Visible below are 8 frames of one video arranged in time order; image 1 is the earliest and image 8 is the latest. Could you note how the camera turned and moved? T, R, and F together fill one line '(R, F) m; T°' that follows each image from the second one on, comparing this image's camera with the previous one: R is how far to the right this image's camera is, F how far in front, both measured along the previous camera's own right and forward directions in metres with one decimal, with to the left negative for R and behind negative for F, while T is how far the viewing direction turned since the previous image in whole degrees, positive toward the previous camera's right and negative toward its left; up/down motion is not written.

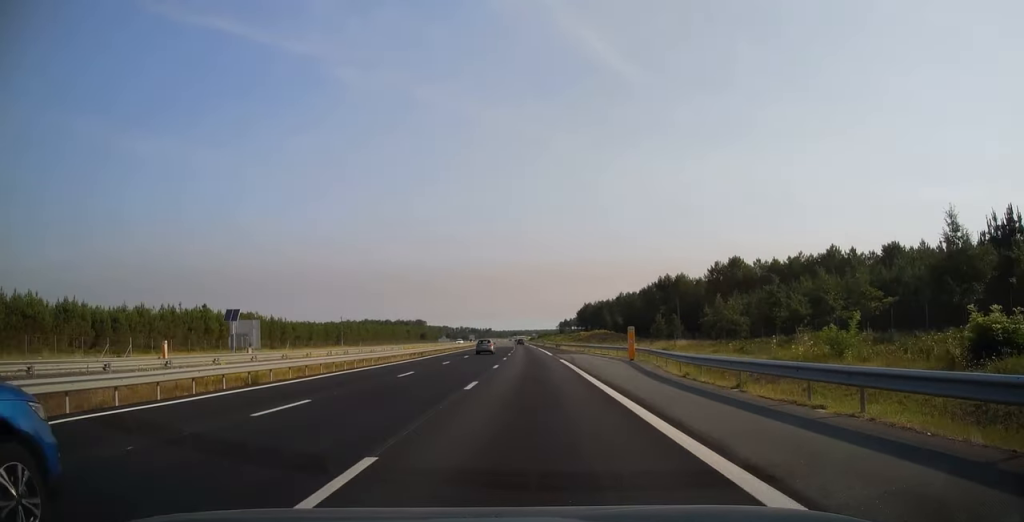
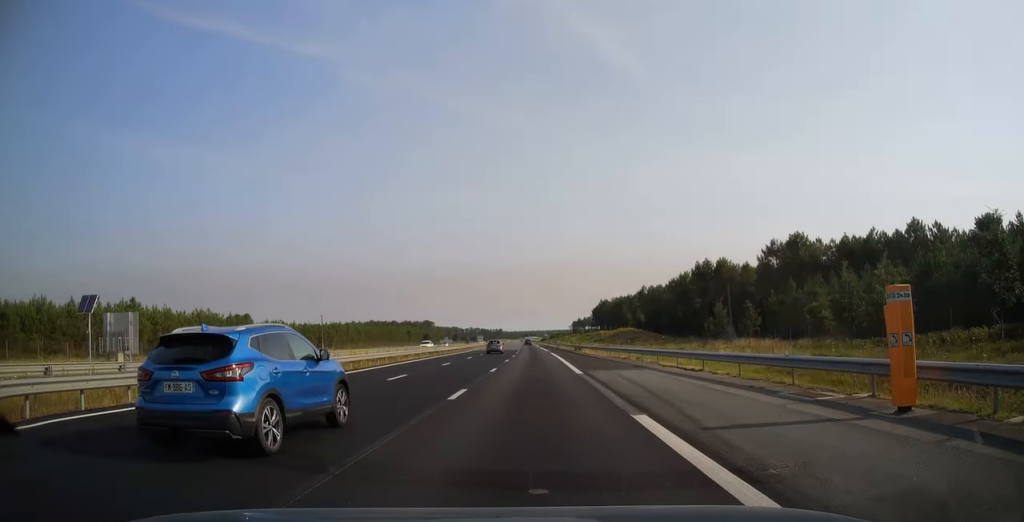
(-0.2, +27.6) m; -1°
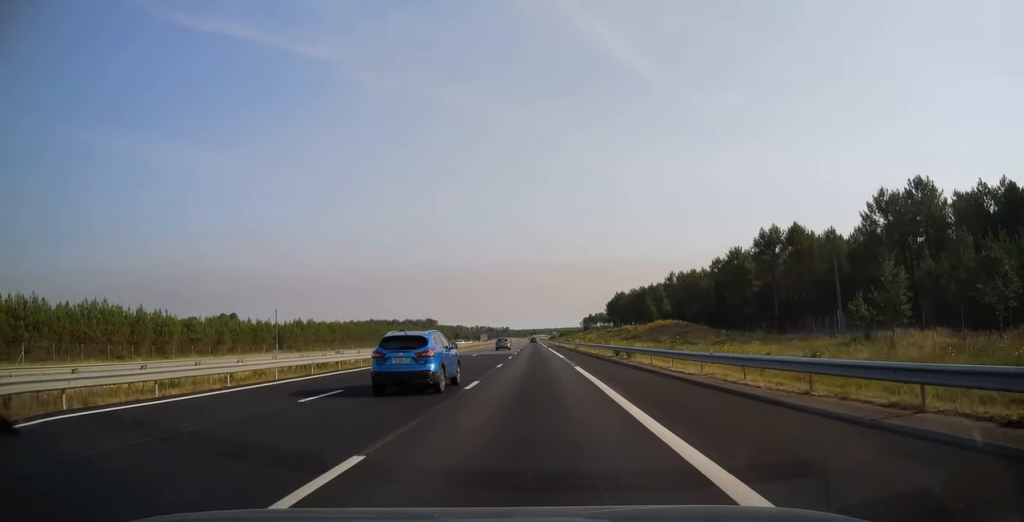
(-0.3, +35.0) m; -1°
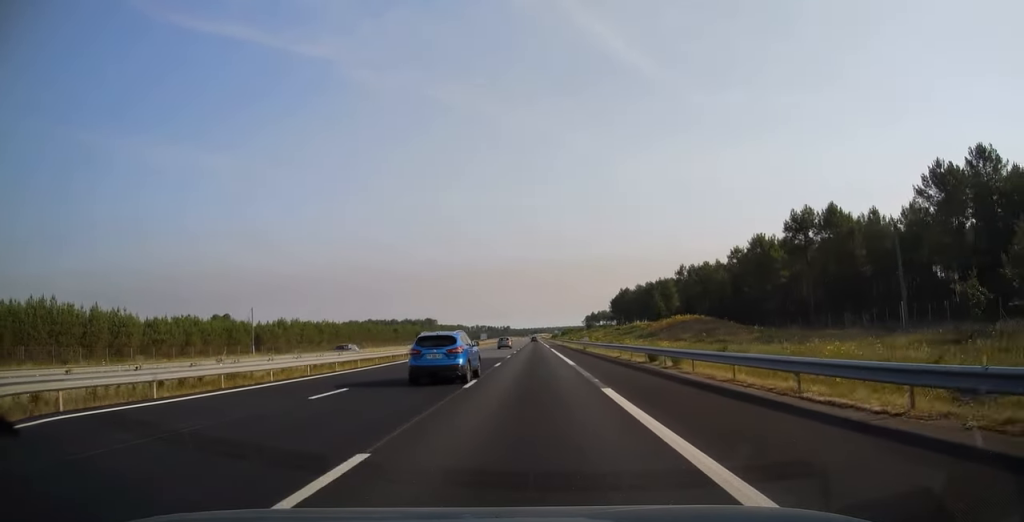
(0.0, +12.3) m; 0°
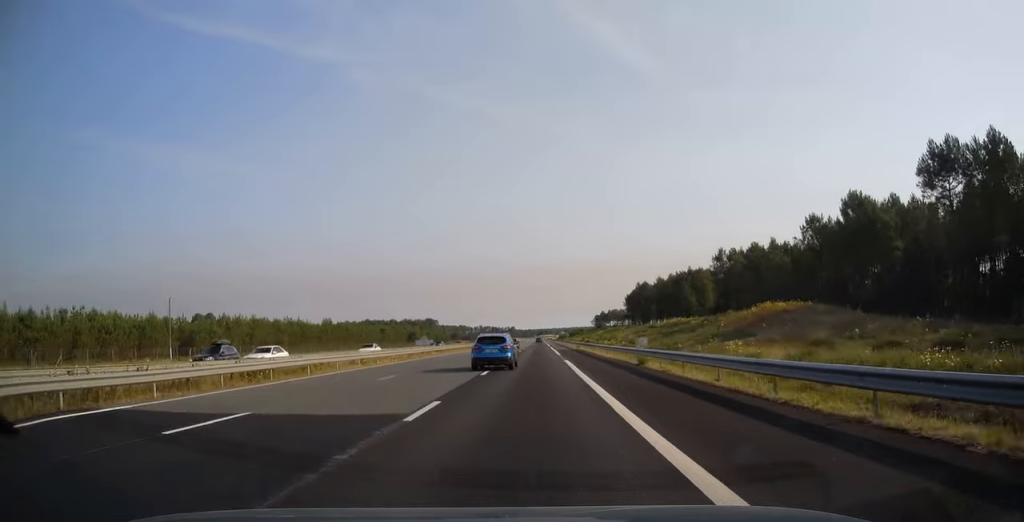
(-0.1, +32.0) m; -1°
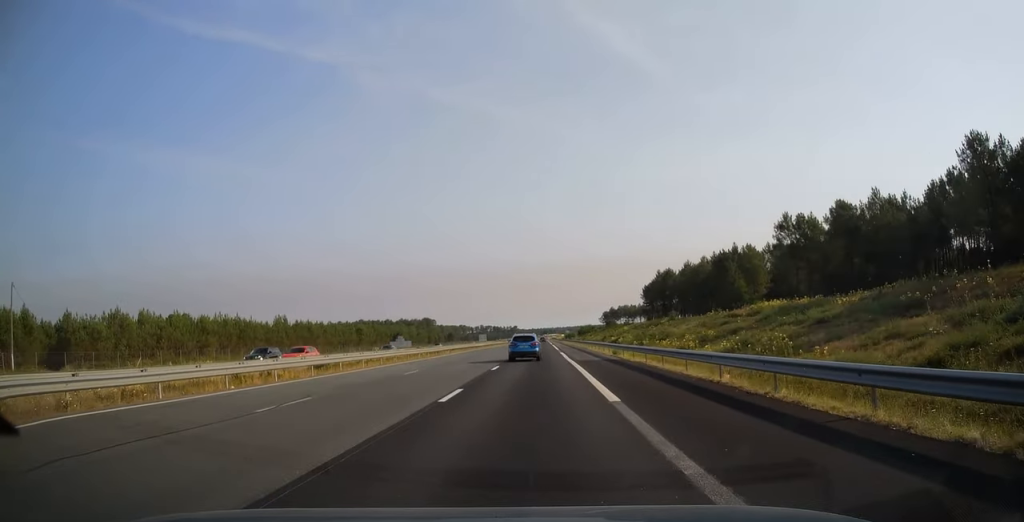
(-0.2, +35.9) m; 0°
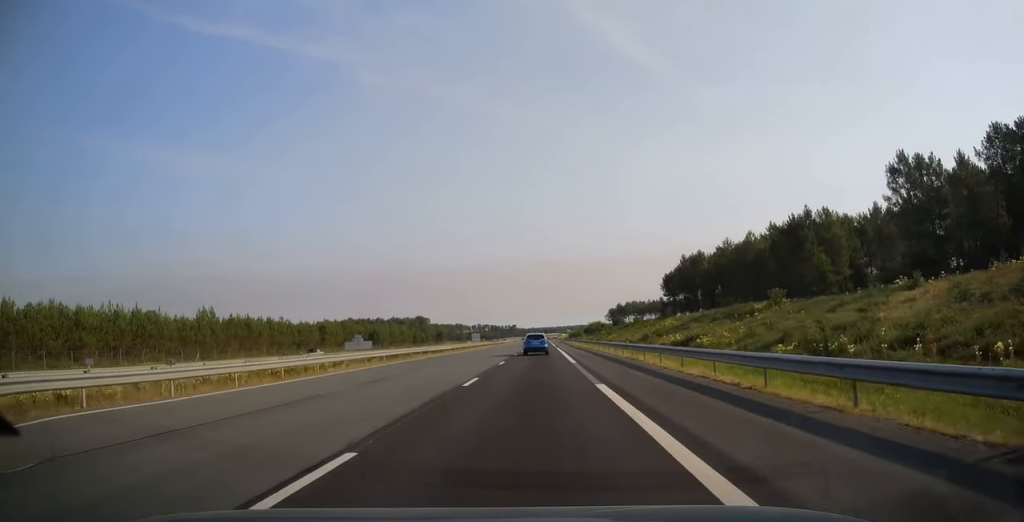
(+0.1, +35.5) m; 0°
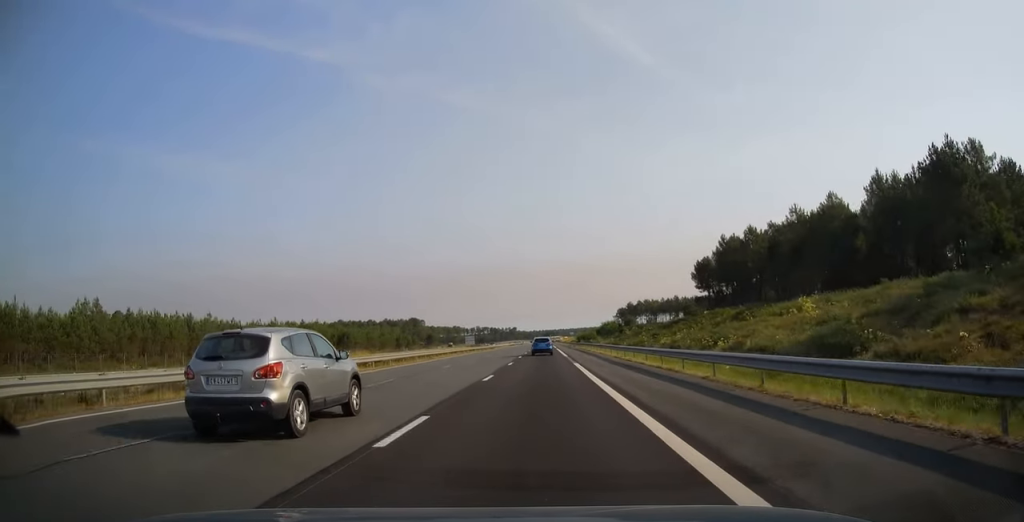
(0.0, +35.5) m; 0°
